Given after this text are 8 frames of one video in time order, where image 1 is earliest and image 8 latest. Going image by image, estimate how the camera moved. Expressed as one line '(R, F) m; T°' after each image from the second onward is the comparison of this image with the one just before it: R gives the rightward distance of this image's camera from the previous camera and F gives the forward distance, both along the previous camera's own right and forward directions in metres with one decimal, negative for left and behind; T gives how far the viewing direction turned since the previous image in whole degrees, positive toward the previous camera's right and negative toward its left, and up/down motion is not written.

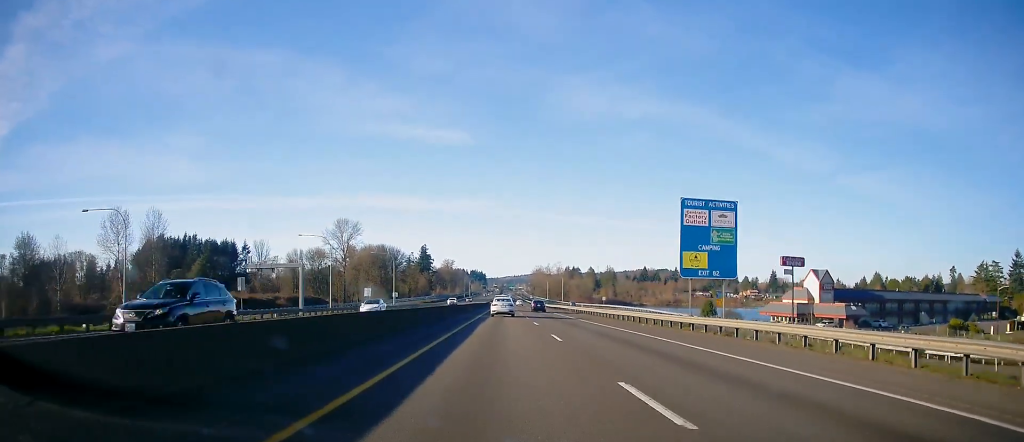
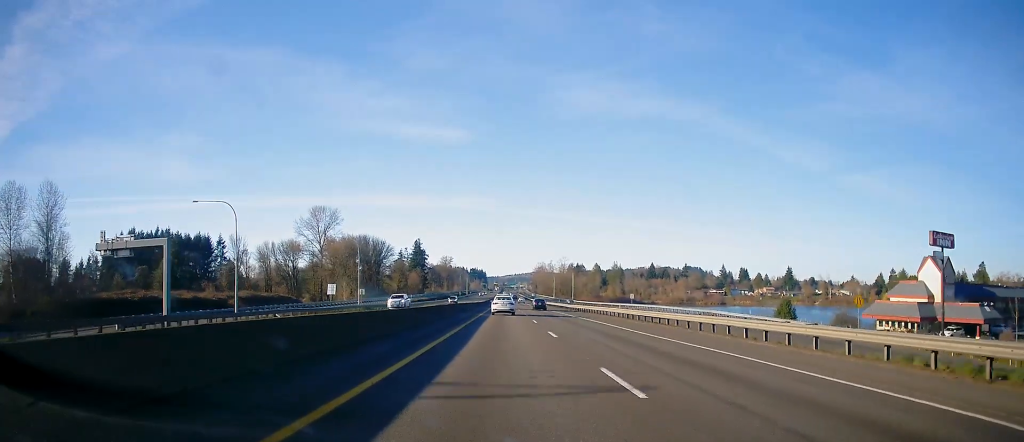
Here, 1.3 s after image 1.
(+0.3, +35.2) m; +1°
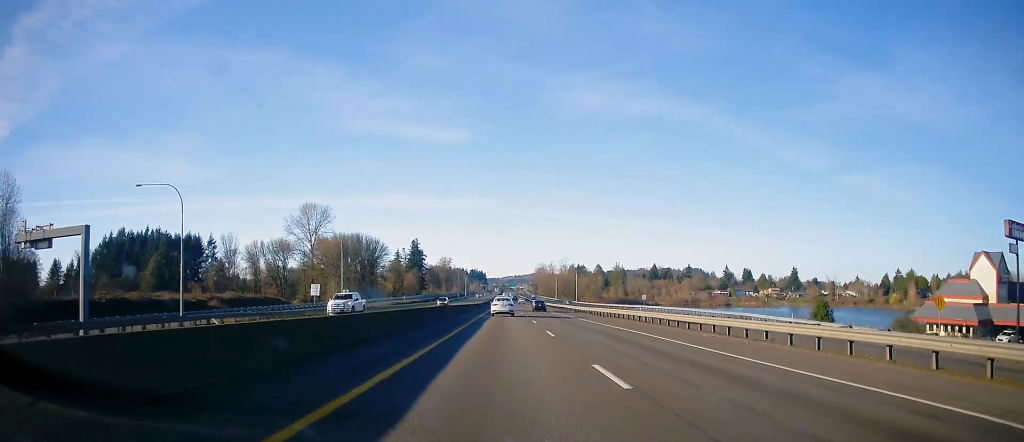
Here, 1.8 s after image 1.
(+0.2, +11.4) m; 0°
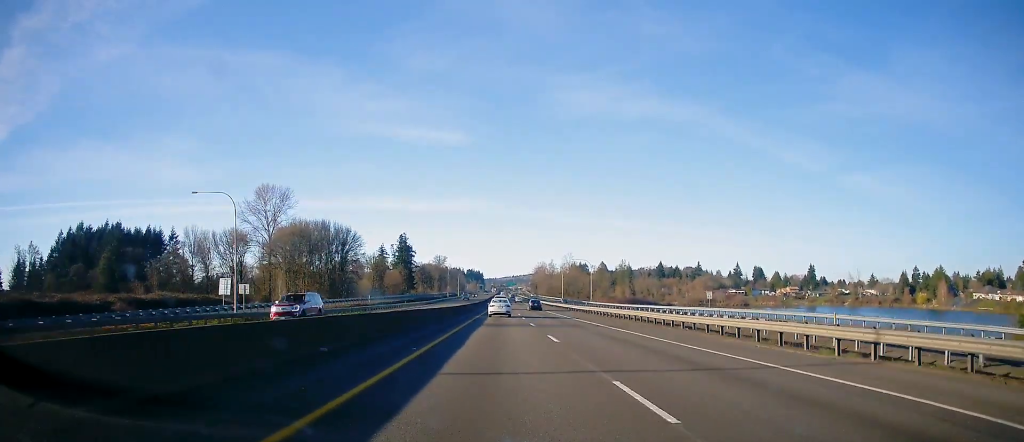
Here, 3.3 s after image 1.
(-0.6, +39.2) m; 0°
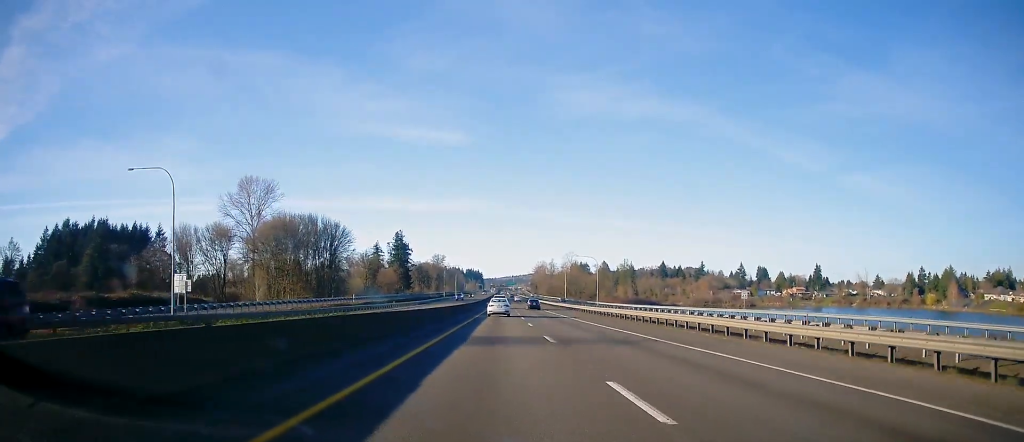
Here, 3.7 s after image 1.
(-0.1, +12.2) m; 0°
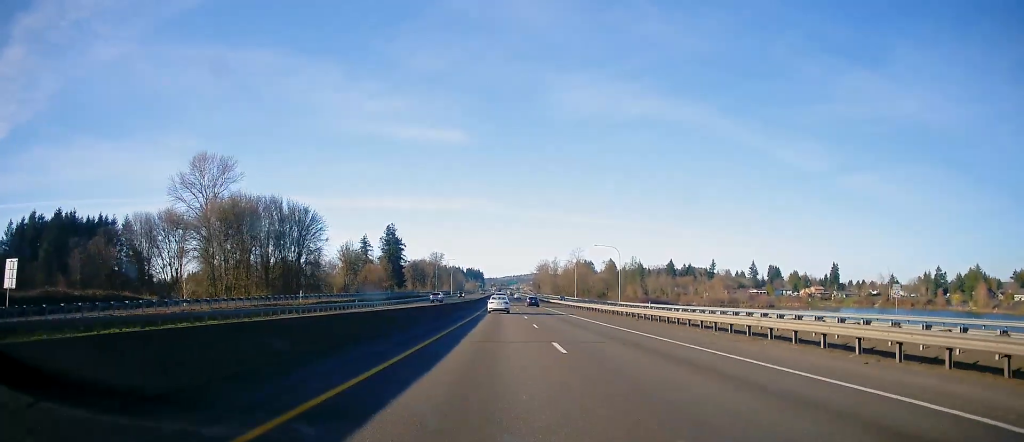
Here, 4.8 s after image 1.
(+0.3, +28.8) m; -1°
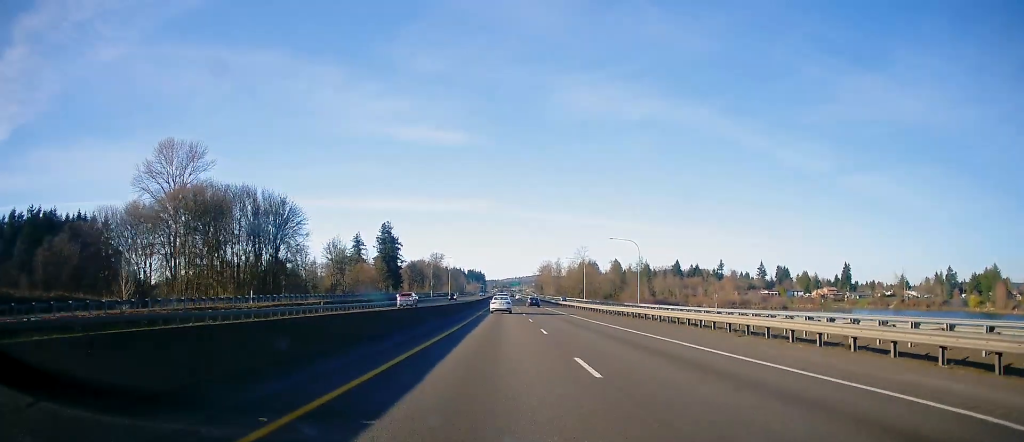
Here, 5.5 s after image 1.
(-0.4, +16.8) m; 0°
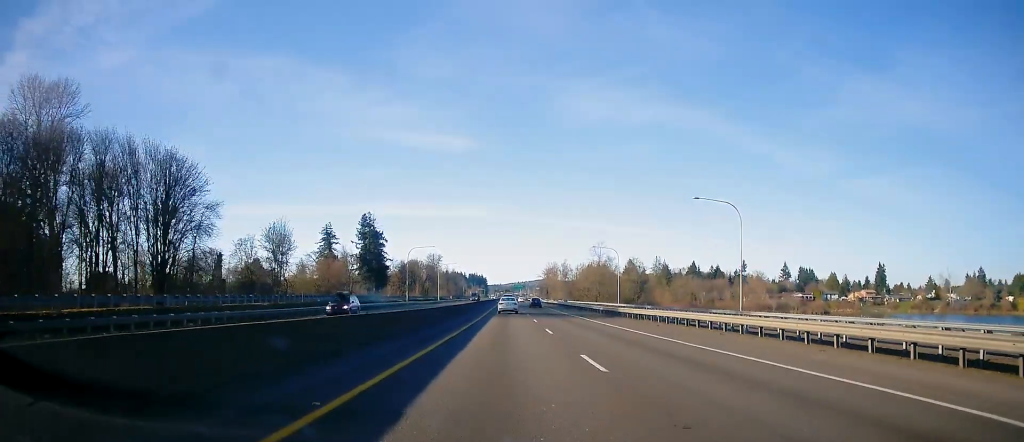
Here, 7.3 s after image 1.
(+0.2, +48.2) m; +1°
